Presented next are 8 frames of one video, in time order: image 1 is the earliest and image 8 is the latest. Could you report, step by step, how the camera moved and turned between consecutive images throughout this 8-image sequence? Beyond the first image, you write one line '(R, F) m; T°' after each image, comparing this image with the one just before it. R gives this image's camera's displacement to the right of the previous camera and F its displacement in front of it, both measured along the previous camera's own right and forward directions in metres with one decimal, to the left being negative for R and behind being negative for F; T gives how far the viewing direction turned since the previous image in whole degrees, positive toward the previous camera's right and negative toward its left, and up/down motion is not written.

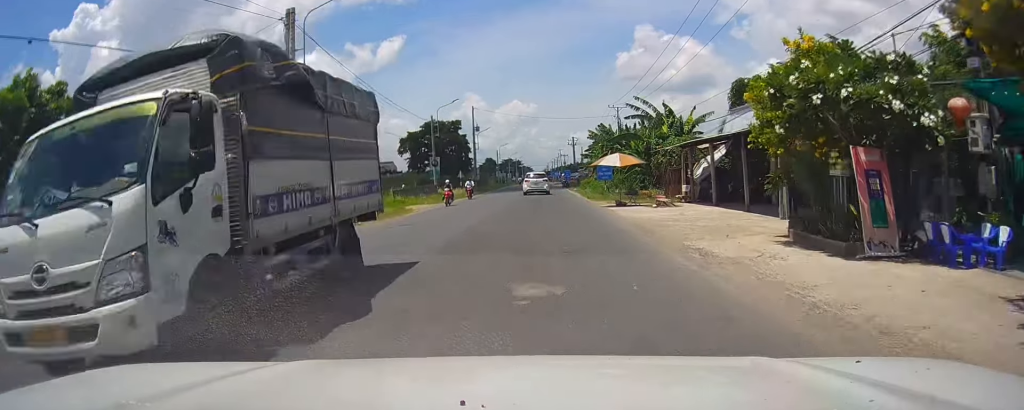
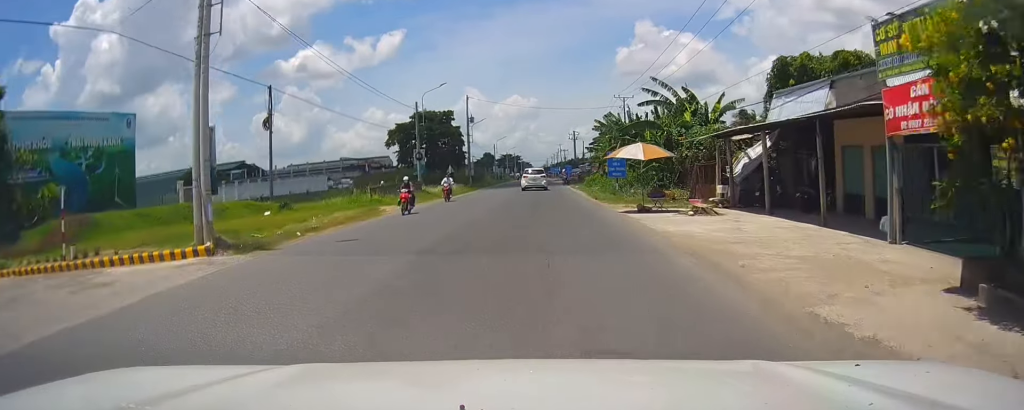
(+0.2, +6.2) m; 0°
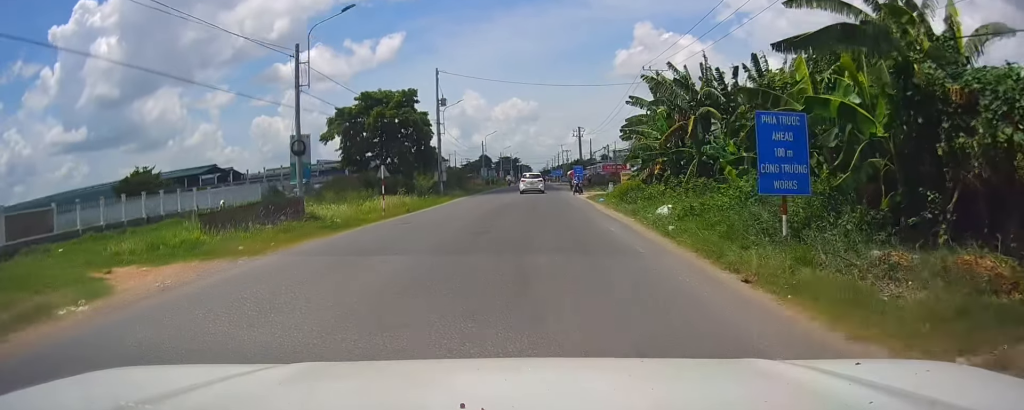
(0.0, +23.5) m; 0°
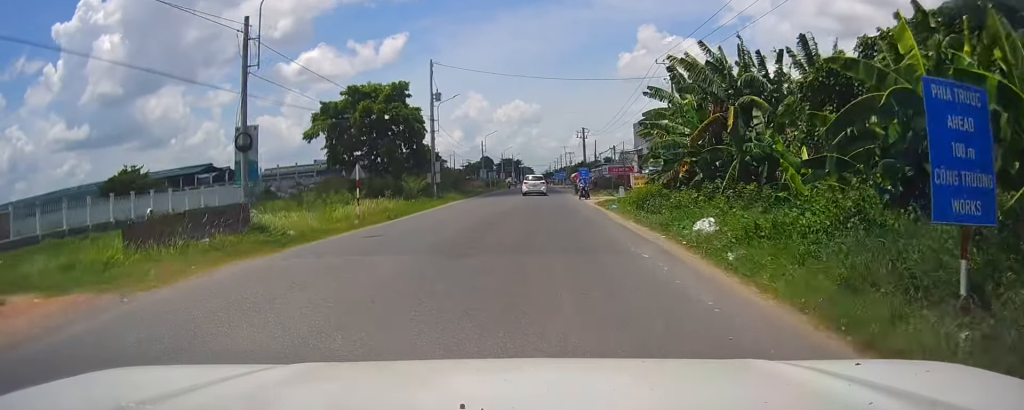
(-0.1, +4.9) m; 0°
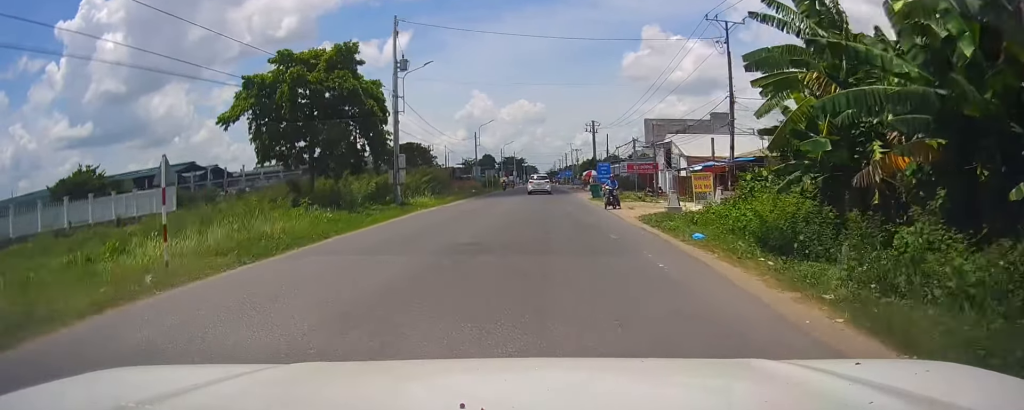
(-0.2, +15.2) m; 0°
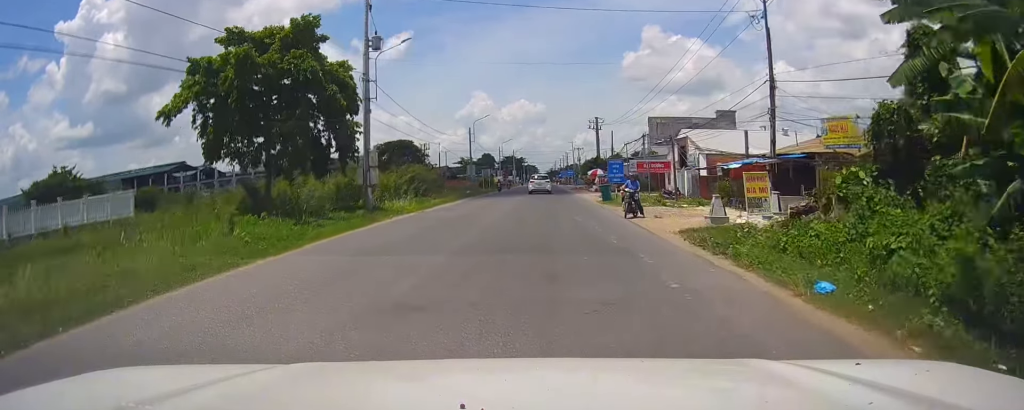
(+0.1, +7.2) m; 0°
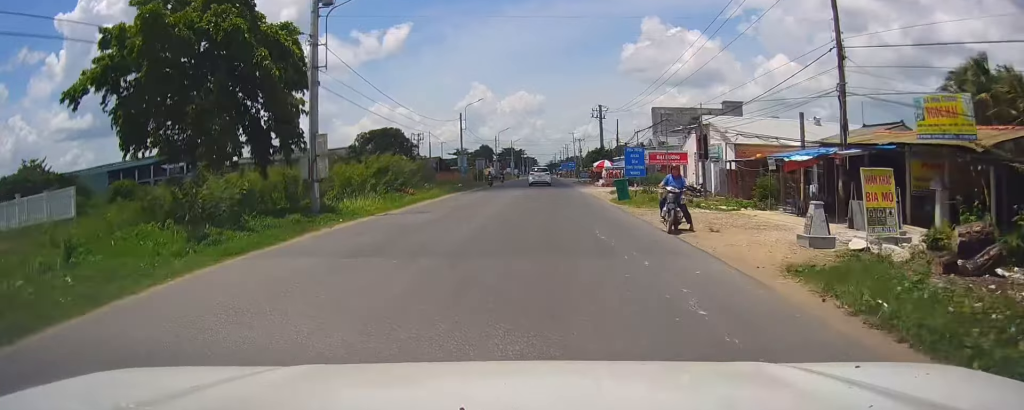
(0.0, +7.3) m; -1°
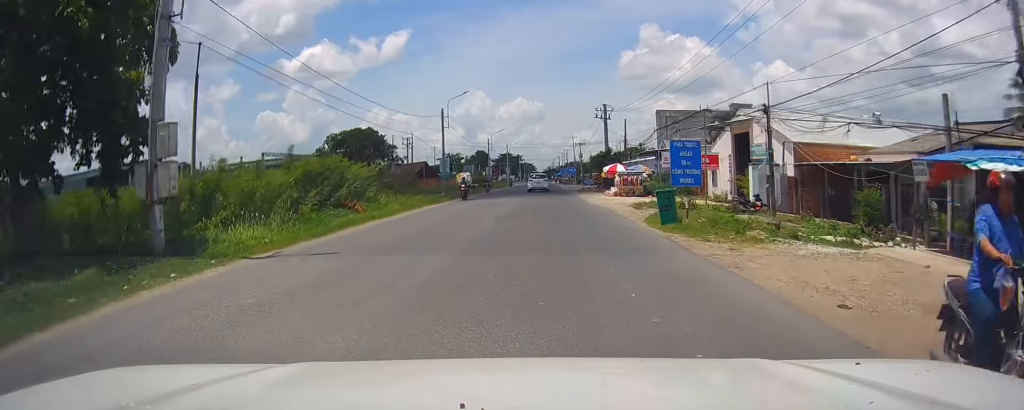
(-0.3, +10.8) m; -1°
